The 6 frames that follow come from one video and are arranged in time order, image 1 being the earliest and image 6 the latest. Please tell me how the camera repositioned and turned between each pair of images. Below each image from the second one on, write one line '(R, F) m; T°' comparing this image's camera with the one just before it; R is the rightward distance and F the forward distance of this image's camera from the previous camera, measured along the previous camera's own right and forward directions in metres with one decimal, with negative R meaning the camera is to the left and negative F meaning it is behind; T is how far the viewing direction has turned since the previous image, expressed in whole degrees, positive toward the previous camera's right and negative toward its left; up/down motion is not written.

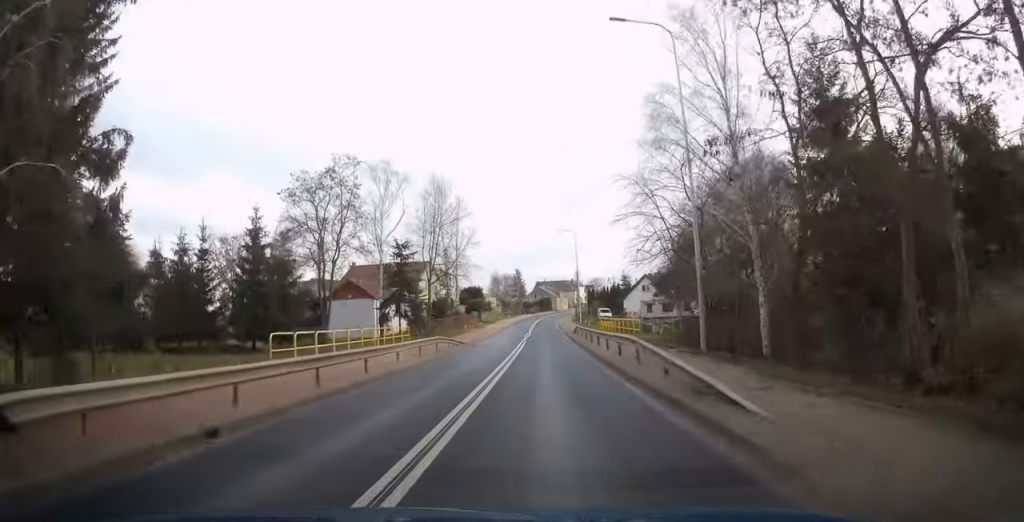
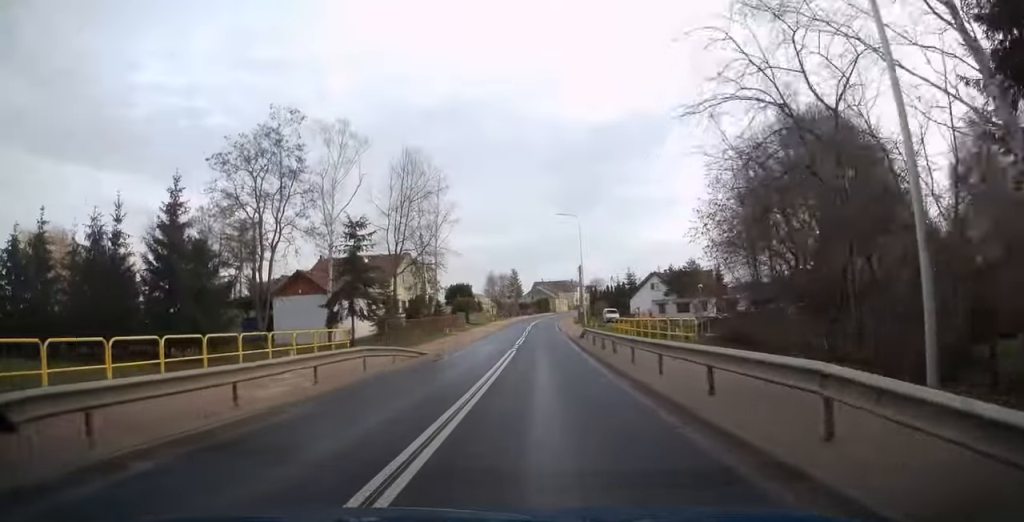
(0.0, +11.8) m; 0°
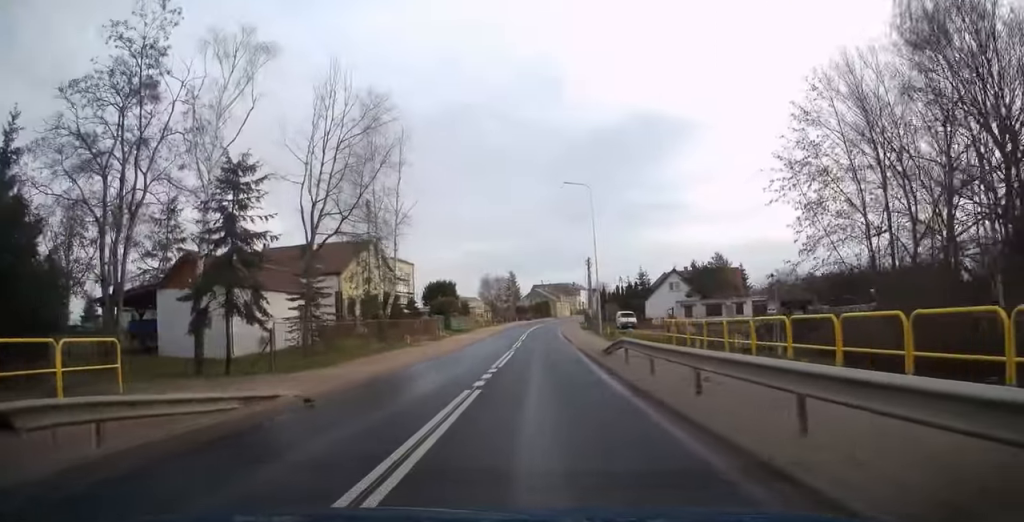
(0.0, +15.6) m; 0°
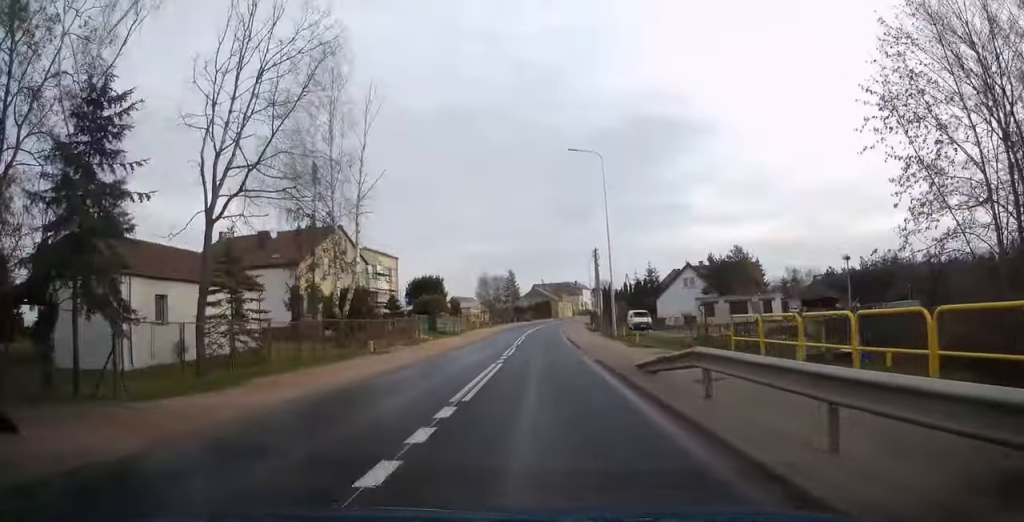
(0.0, +8.8) m; 0°
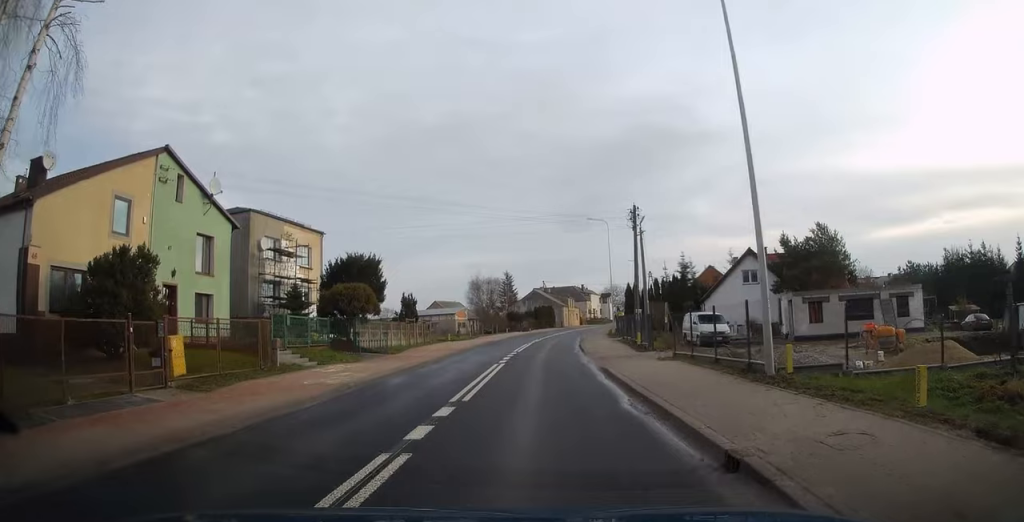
(-0.1, +24.3) m; 0°
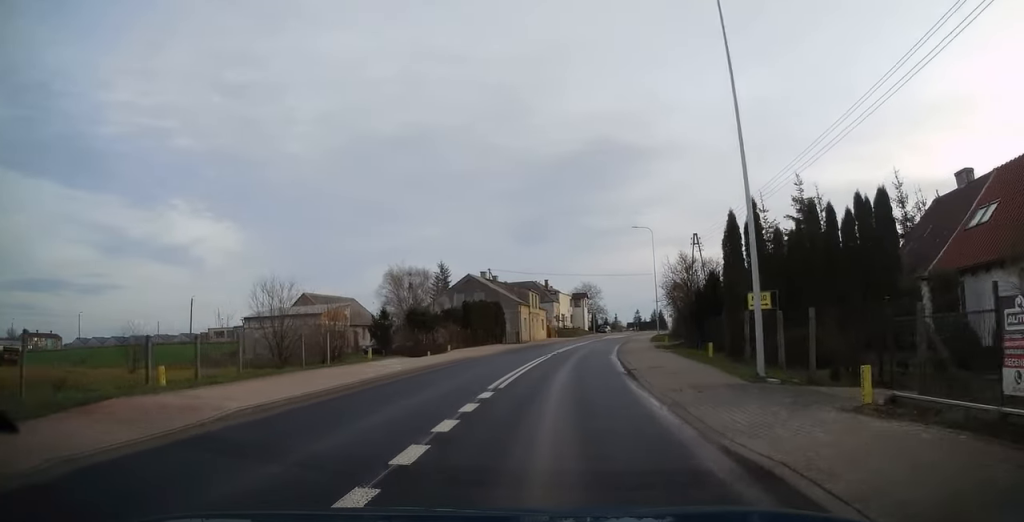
(+0.9, +46.5) m; +3°
